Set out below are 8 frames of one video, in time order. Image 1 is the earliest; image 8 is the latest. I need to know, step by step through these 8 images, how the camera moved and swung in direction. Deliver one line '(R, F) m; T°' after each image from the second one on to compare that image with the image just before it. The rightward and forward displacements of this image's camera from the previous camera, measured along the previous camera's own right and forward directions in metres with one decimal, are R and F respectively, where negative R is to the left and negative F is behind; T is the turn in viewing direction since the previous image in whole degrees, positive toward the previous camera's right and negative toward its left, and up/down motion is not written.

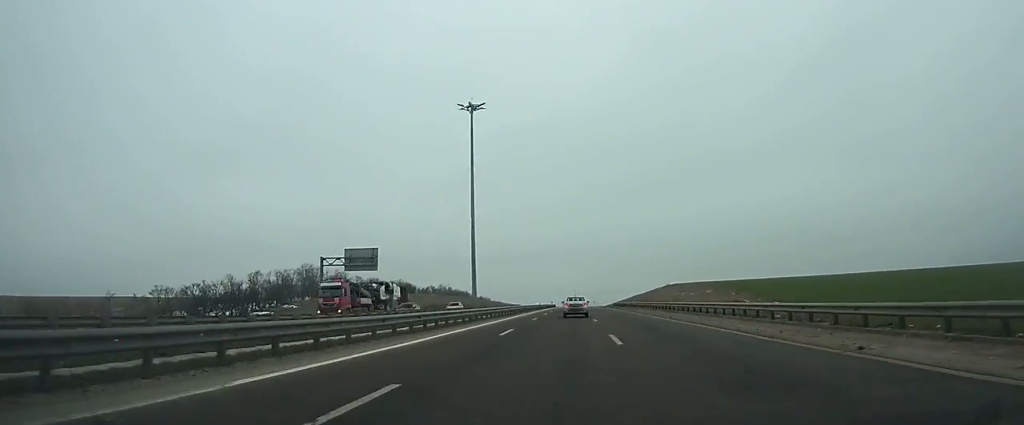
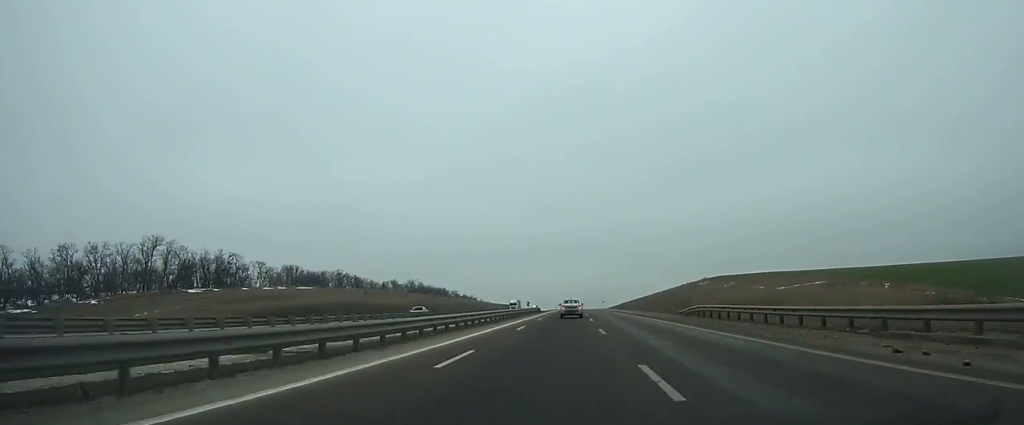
(-0.4, +74.5) m; 0°
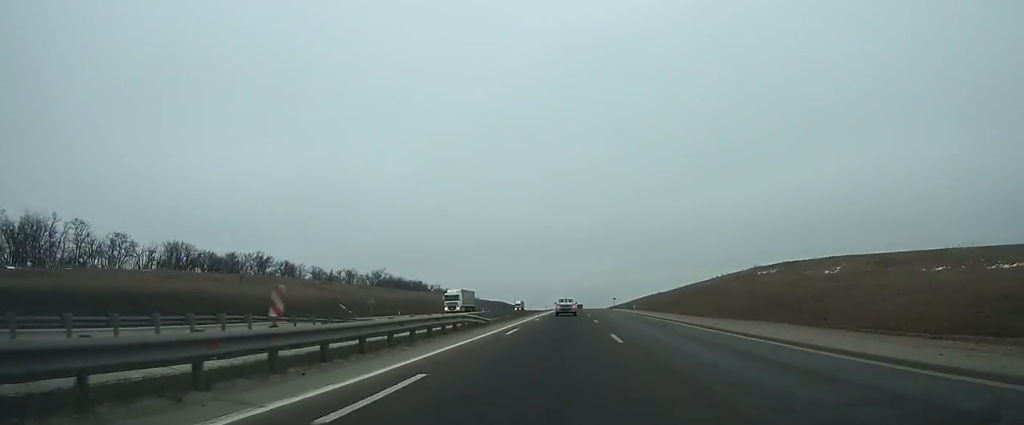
(-0.1, +54.0) m; 0°
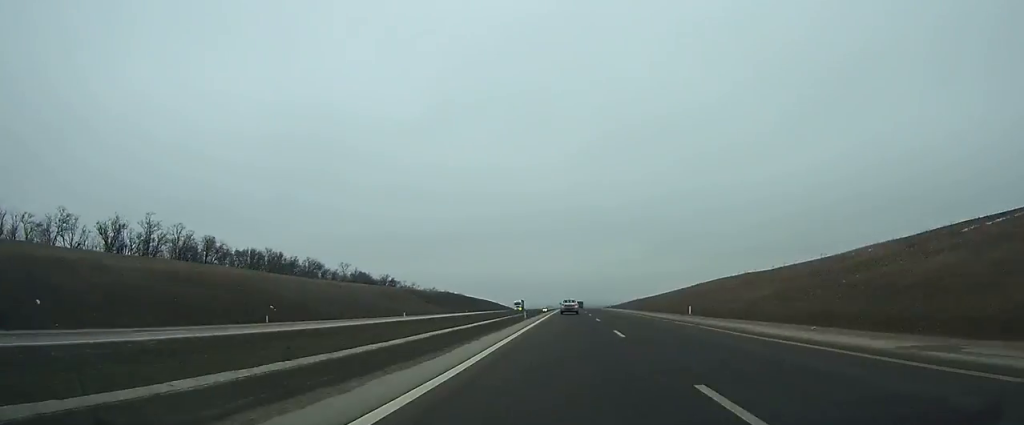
(+0.2, +141.6) m; 0°
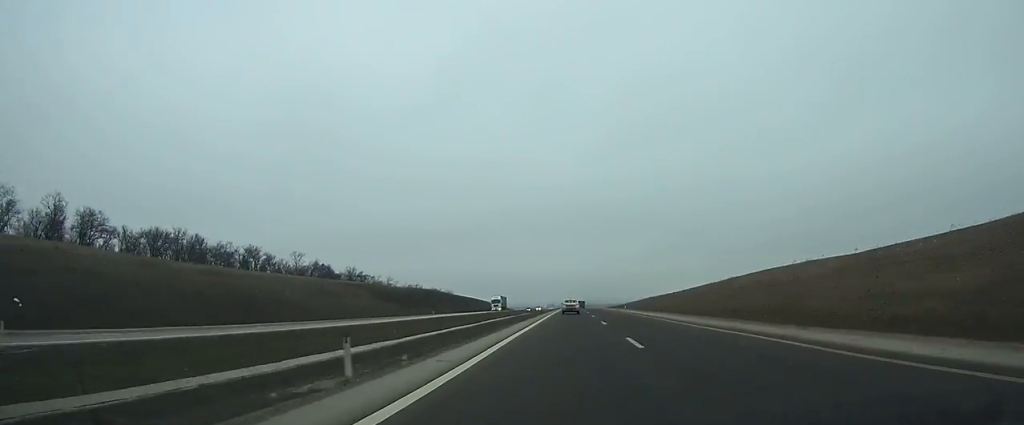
(0.0, +37.1) m; 0°
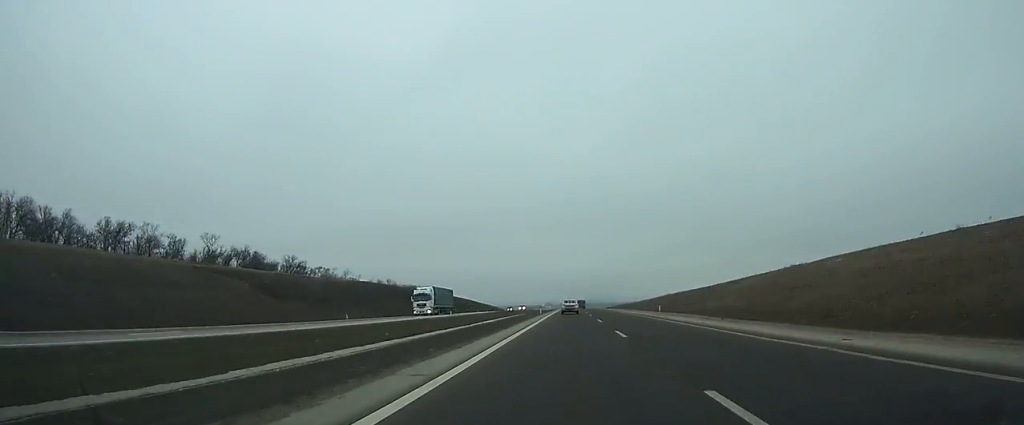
(+0.1, +43.6) m; 0°
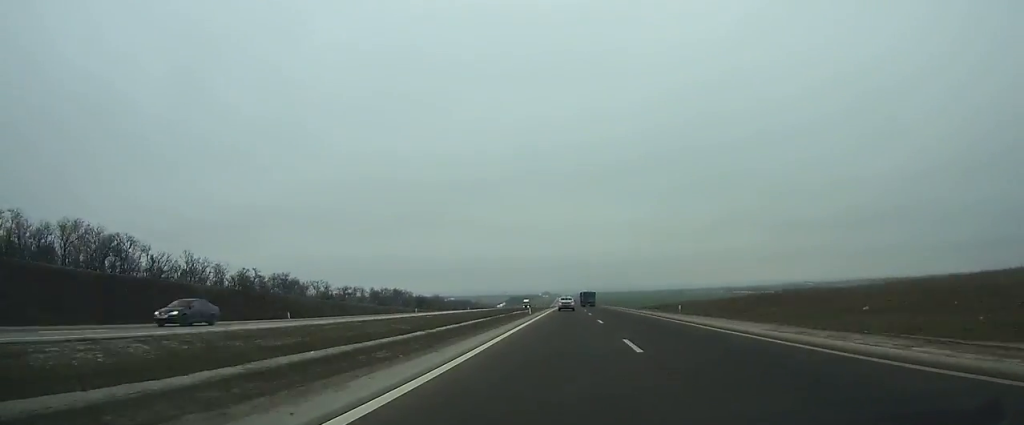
(+0.6, +213.9) m; 0°
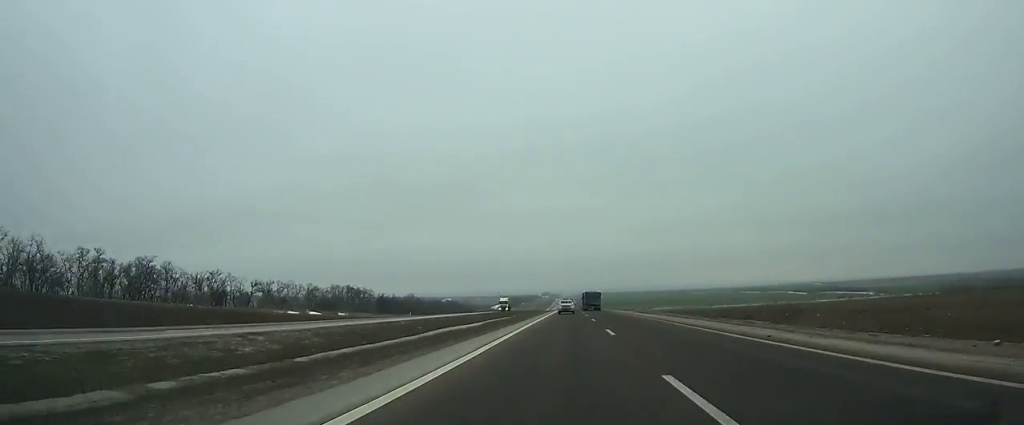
(0.0, +55.7) m; 0°
